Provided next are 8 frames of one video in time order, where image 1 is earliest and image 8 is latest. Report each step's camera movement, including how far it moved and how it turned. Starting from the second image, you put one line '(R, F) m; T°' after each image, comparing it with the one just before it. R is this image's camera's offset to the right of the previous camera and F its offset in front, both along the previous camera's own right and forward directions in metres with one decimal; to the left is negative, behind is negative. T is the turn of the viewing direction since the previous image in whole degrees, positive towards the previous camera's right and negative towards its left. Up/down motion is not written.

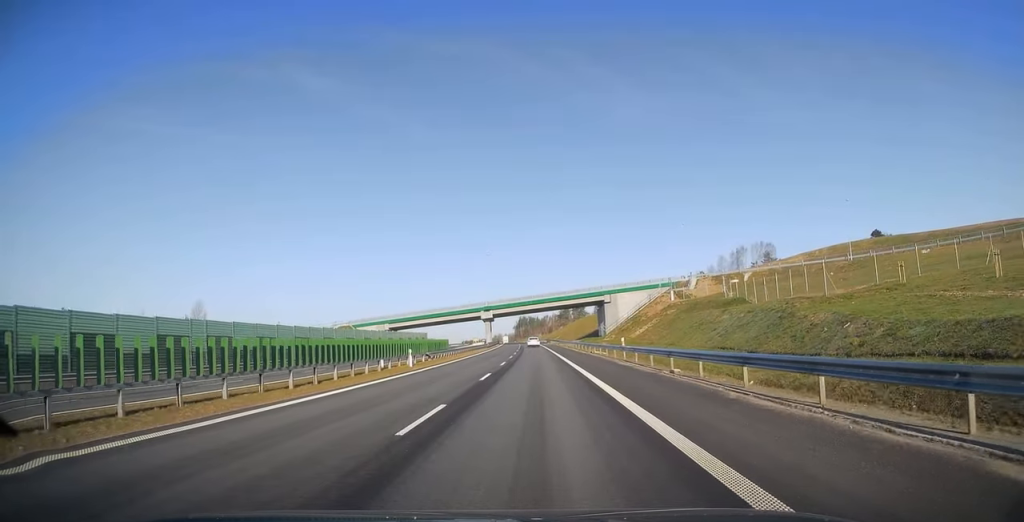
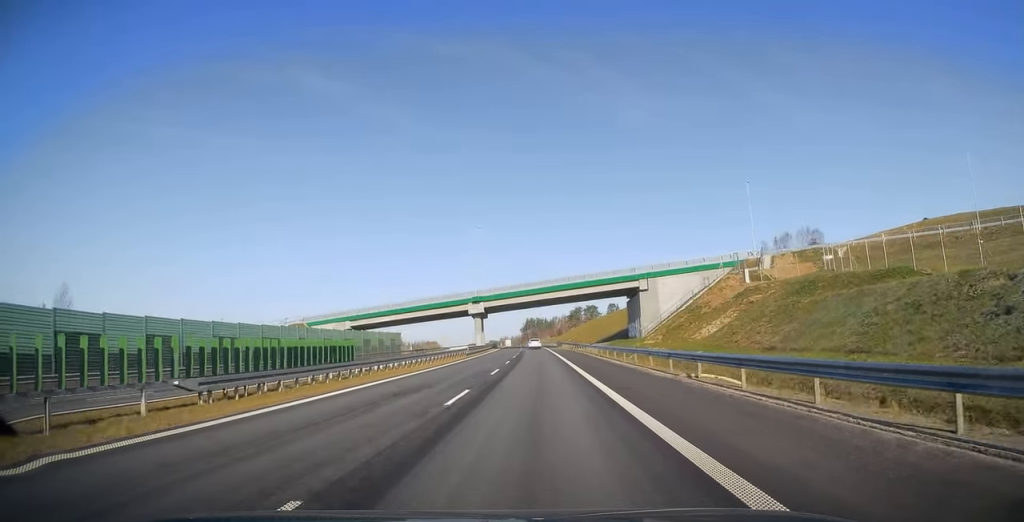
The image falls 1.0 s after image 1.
(-0.4, +31.6) m; 0°
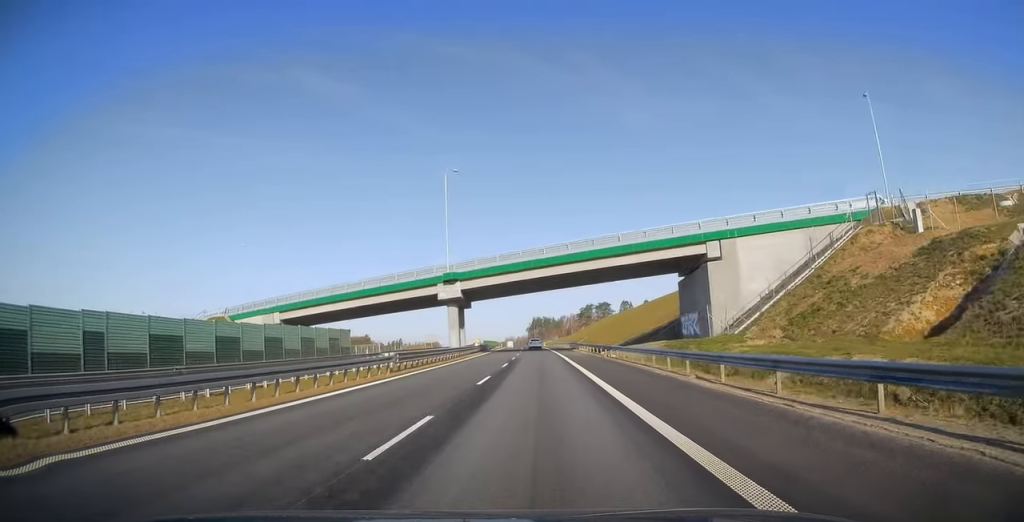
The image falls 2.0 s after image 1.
(+0.2, +30.0) m; 0°
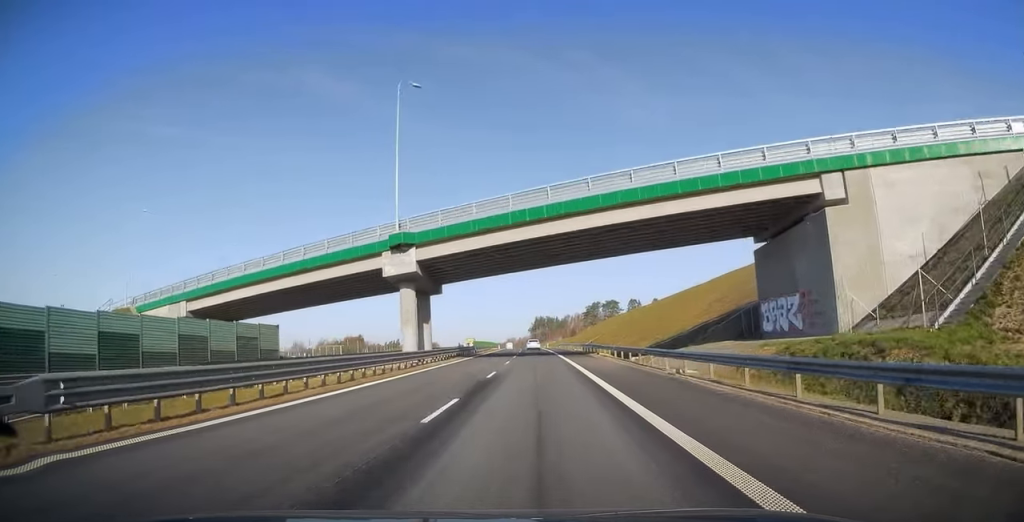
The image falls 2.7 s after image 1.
(-0.1, +20.8) m; 0°
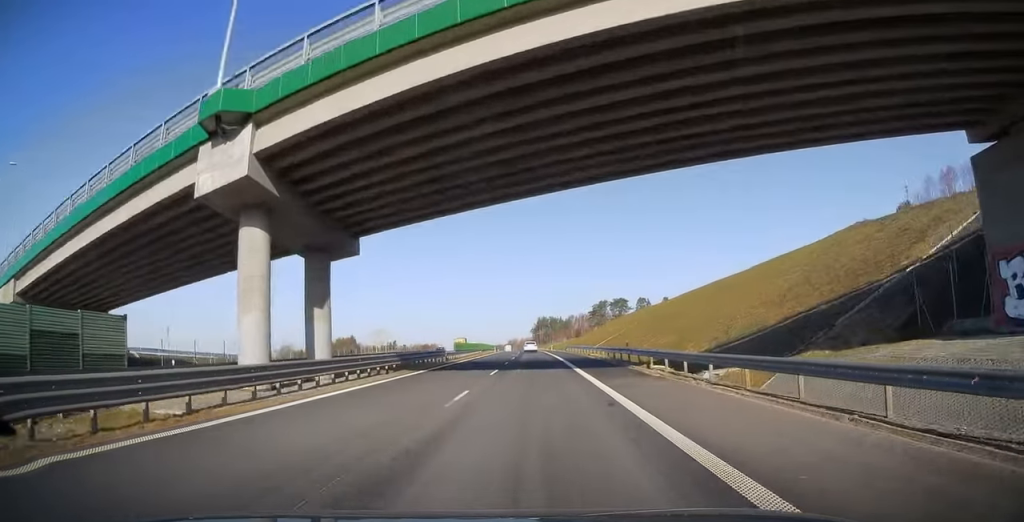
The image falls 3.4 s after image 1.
(-0.2, +21.3) m; -1°
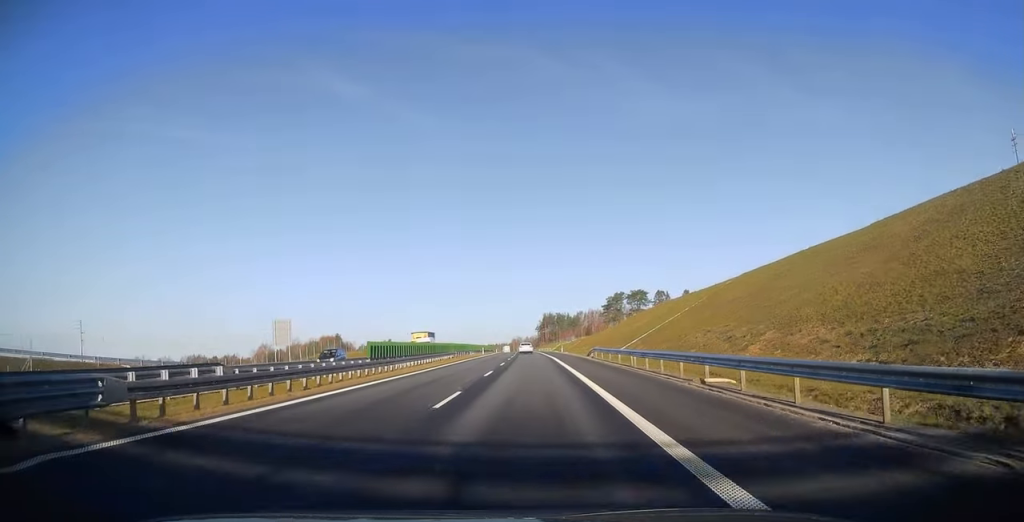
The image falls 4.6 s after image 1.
(-0.2, +36.1) m; -1°
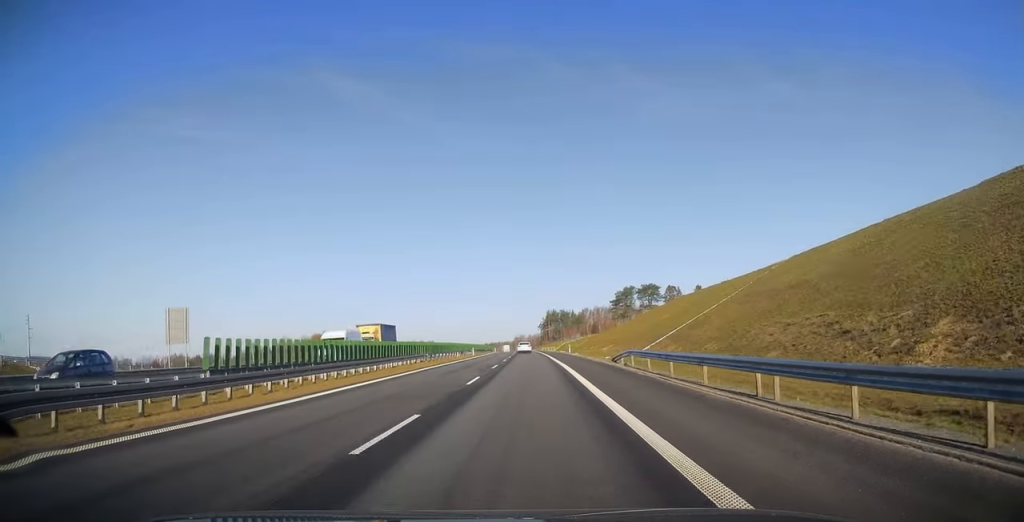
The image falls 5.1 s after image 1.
(-0.2, +17.3) m; 0°
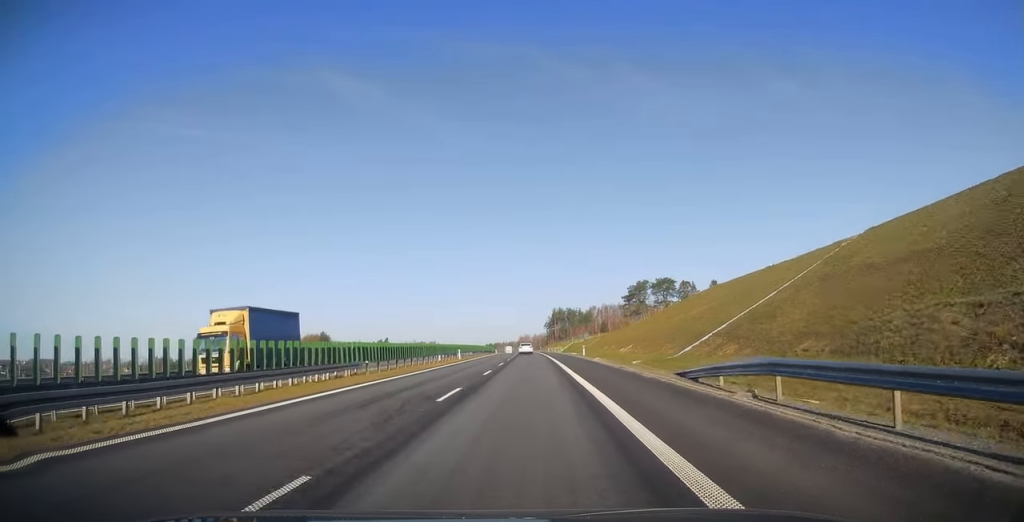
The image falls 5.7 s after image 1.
(0.0, +17.2) m; 0°
